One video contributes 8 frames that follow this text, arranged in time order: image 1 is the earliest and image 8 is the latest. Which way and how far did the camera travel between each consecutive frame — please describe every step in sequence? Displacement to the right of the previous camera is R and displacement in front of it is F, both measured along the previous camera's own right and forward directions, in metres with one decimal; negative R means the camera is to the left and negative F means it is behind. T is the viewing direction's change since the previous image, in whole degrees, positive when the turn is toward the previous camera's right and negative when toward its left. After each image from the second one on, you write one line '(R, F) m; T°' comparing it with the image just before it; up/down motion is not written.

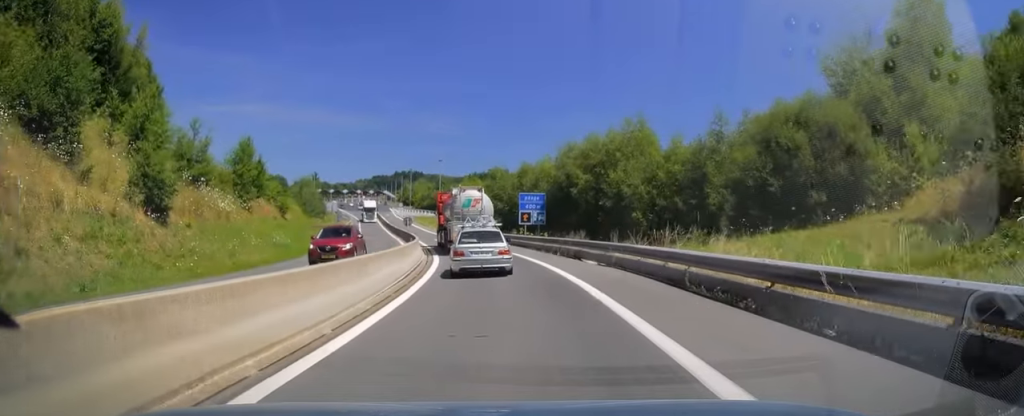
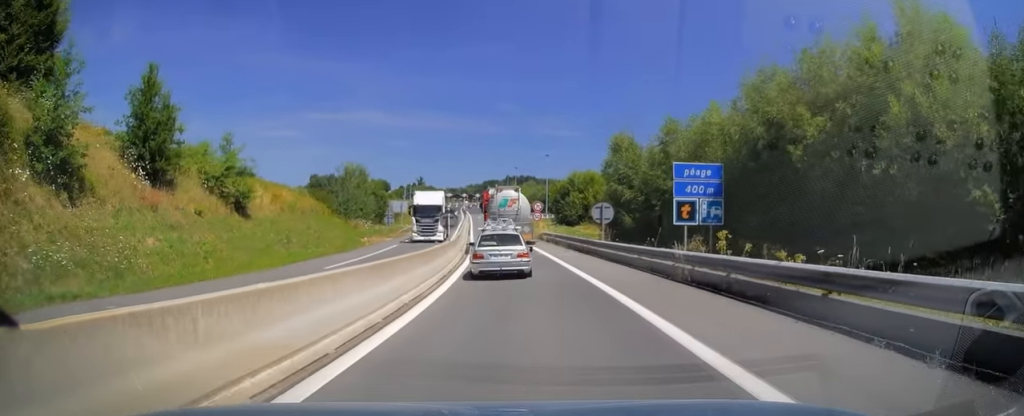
(-2.8, +28.5) m; -11°
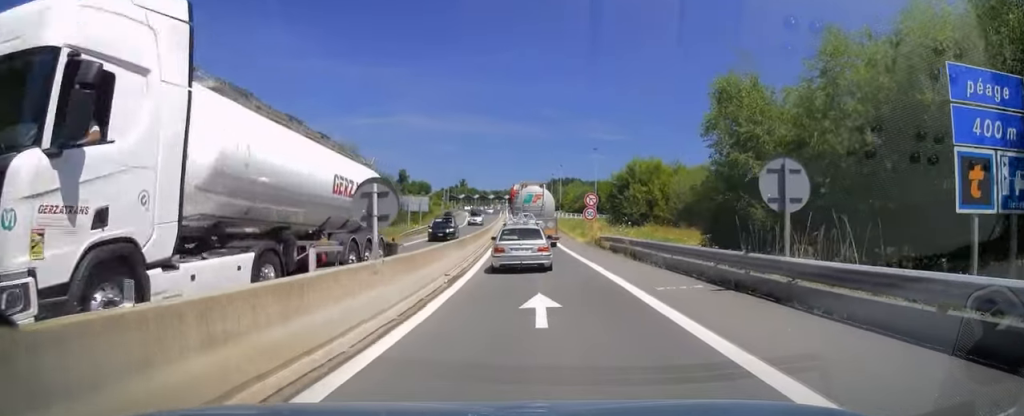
(-1.2, +18.1) m; -7°
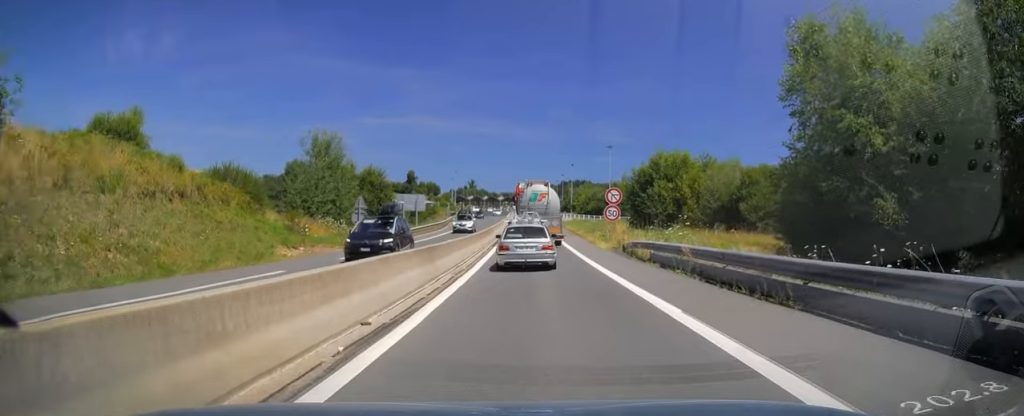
(-0.2, +8.6) m; -1°
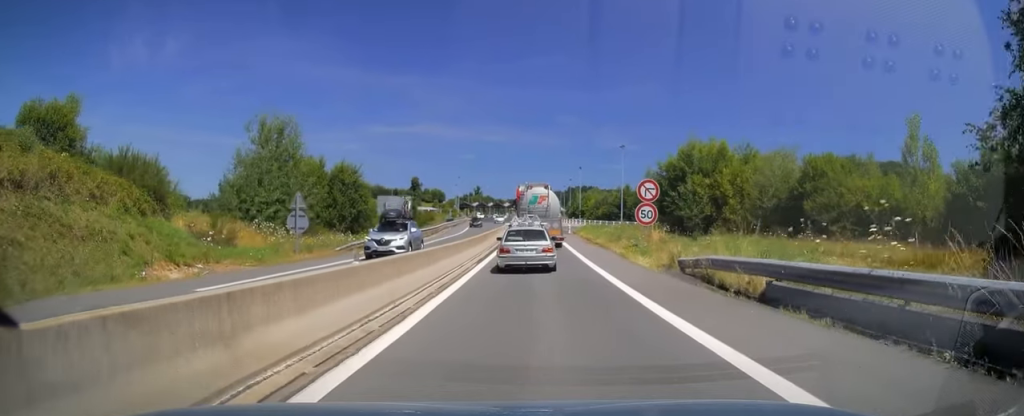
(-0.2, +10.8) m; -2°
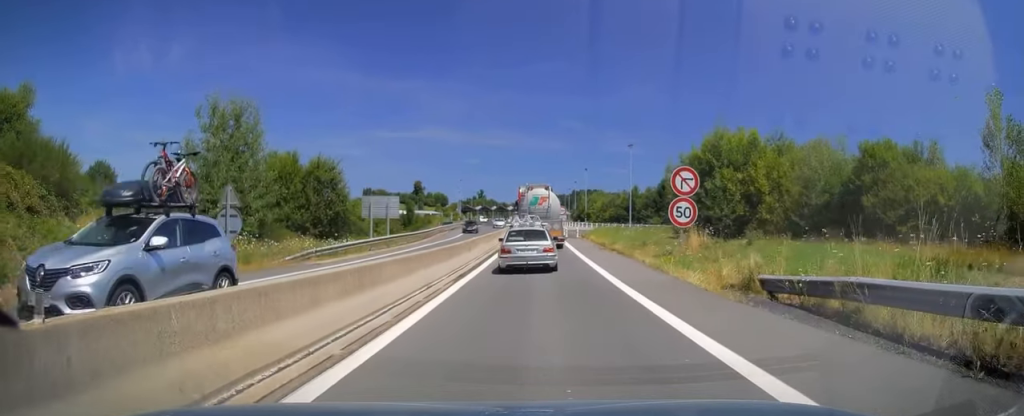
(0.0, +6.7) m; -1°
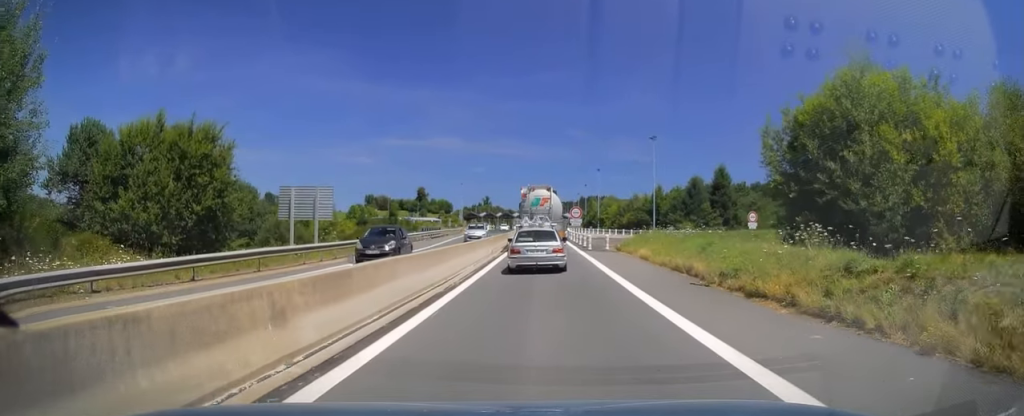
(-0.3, +18.8) m; -1°
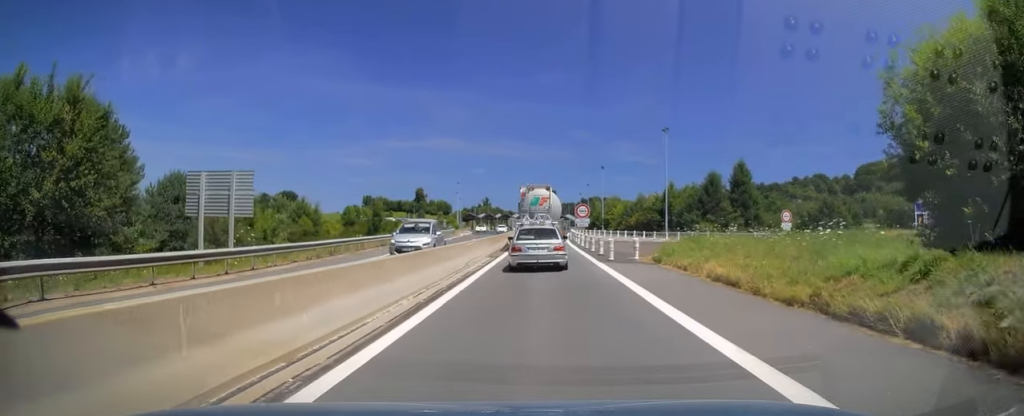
(+0.1, +10.3) m; 0°
